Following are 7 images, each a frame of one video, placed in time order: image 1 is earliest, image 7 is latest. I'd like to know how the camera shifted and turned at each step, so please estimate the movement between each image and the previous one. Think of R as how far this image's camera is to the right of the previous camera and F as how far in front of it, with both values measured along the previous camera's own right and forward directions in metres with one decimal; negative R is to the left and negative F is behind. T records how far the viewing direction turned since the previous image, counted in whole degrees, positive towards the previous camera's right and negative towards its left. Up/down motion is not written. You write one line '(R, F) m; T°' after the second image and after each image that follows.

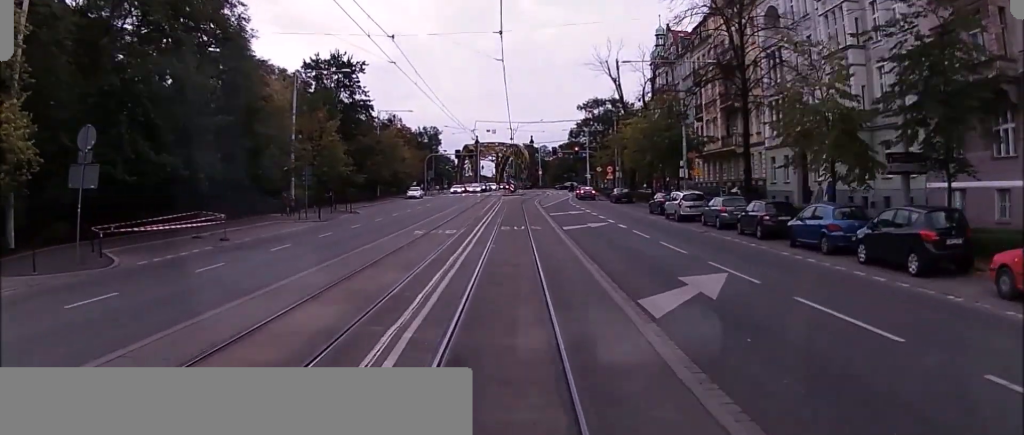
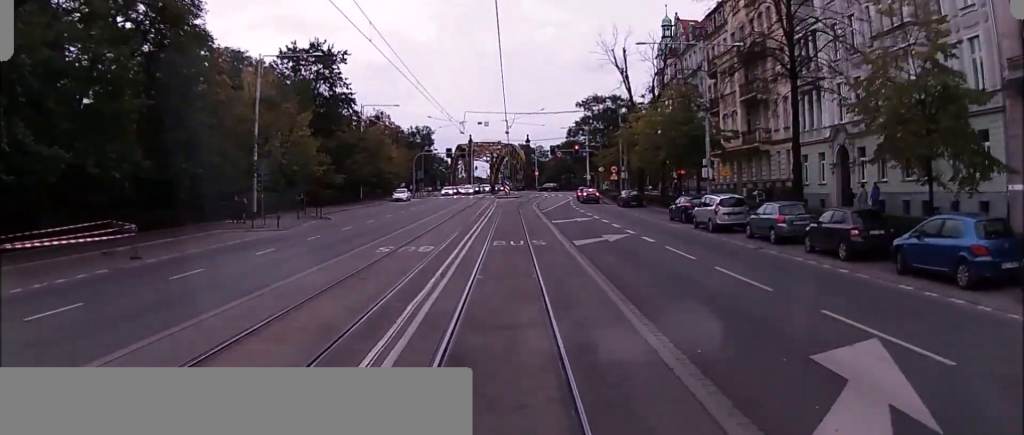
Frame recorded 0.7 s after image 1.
(0.0, +6.9) m; 0°
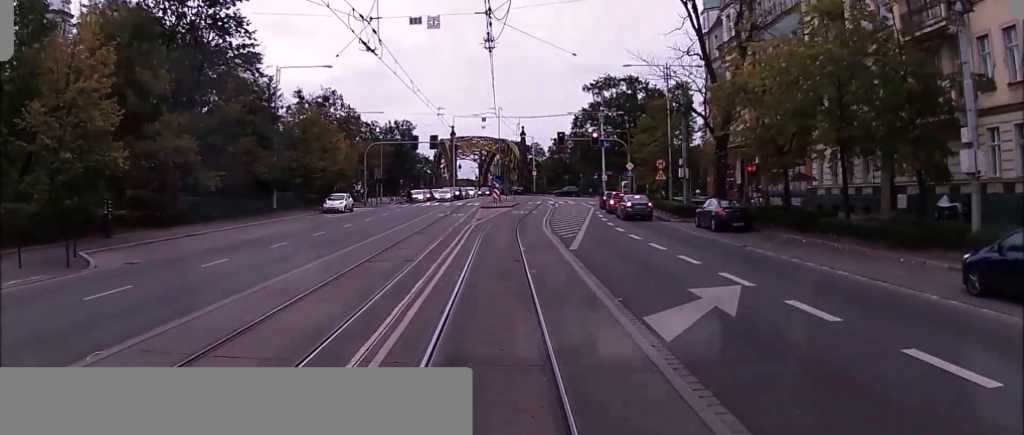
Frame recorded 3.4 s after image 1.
(0.0, +29.1) m; 0°
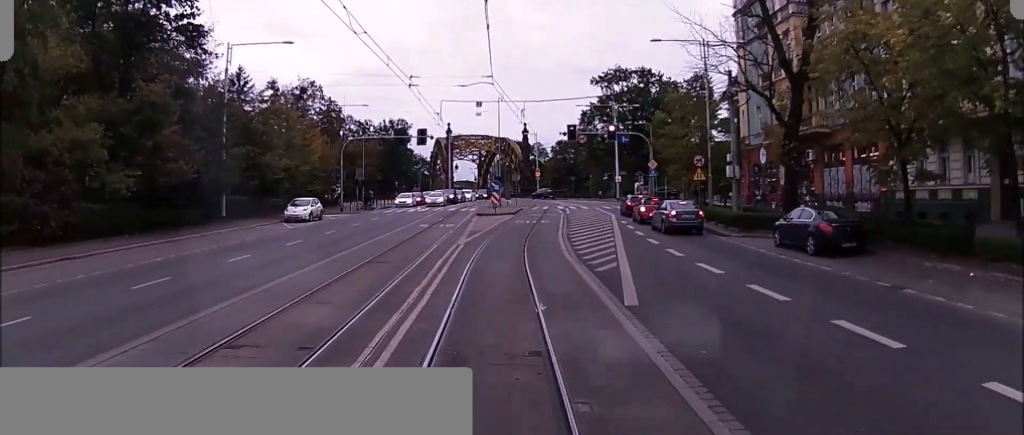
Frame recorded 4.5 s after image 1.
(0.0, +10.7) m; 0°
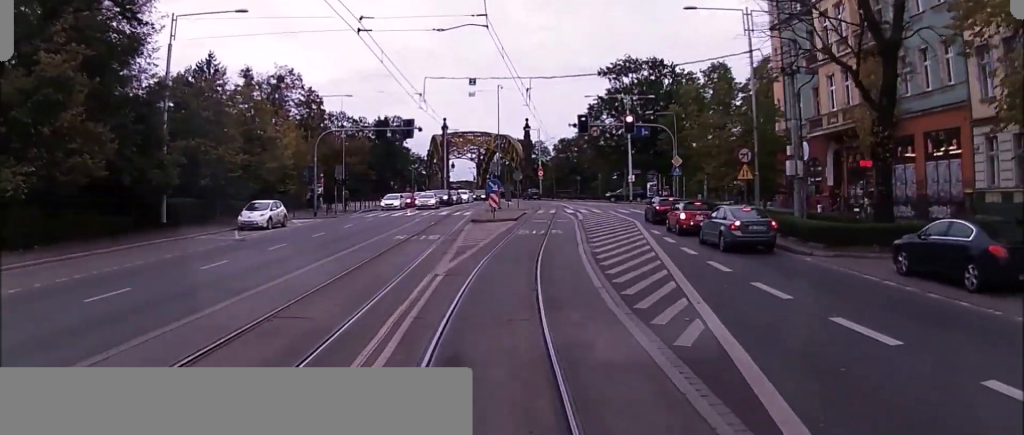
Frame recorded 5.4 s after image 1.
(0.0, +8.8) m; 0°
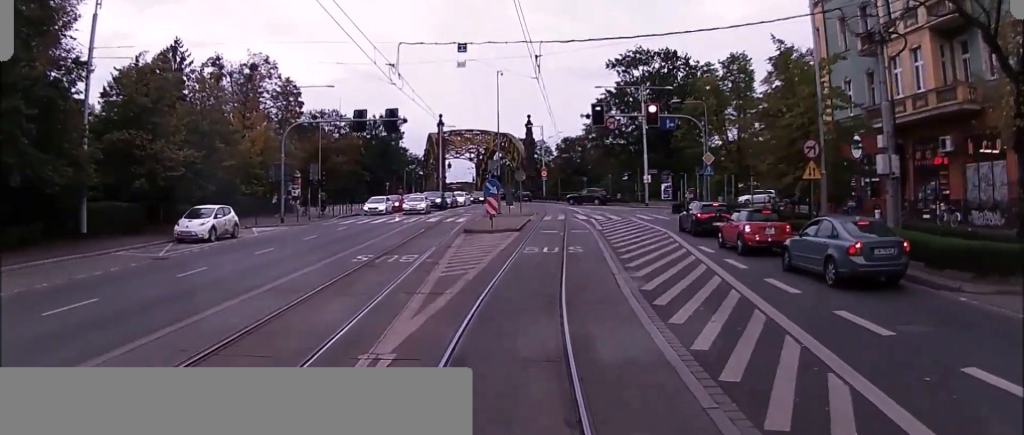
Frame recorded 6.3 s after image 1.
(0.0, +8.4) m; -1°
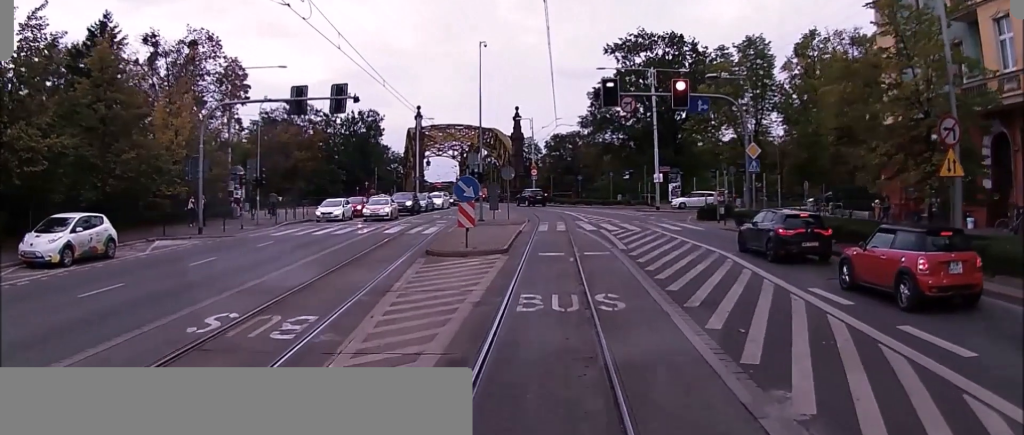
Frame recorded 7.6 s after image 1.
(-0.1, +11.3) m; 0°
